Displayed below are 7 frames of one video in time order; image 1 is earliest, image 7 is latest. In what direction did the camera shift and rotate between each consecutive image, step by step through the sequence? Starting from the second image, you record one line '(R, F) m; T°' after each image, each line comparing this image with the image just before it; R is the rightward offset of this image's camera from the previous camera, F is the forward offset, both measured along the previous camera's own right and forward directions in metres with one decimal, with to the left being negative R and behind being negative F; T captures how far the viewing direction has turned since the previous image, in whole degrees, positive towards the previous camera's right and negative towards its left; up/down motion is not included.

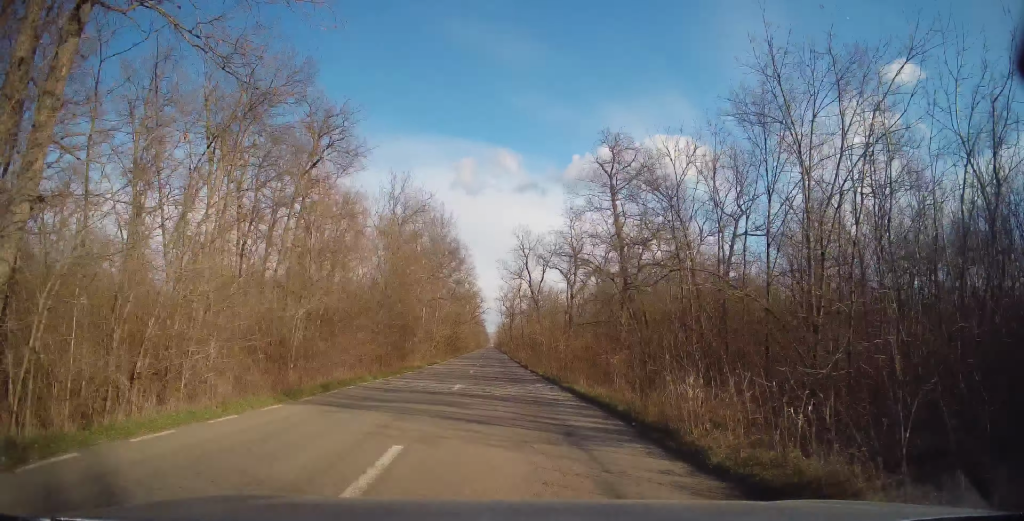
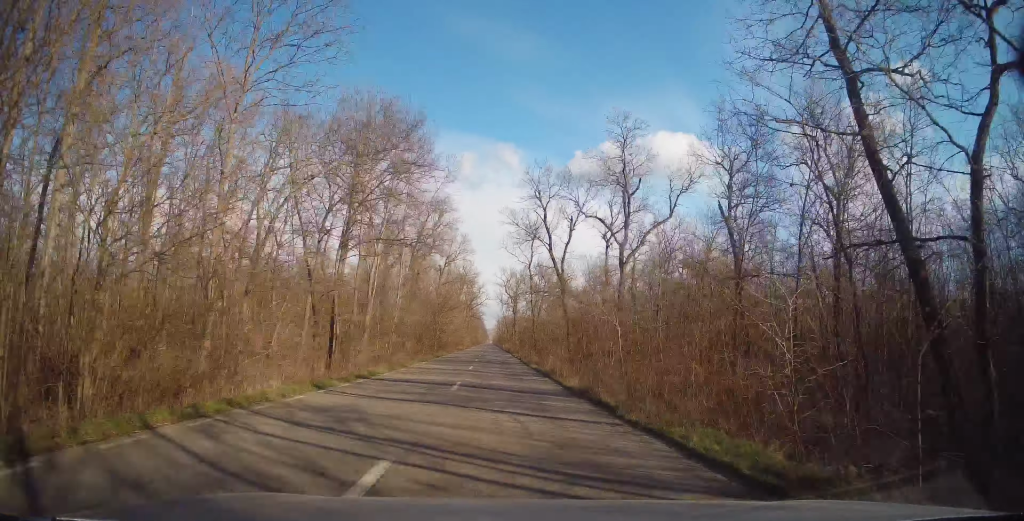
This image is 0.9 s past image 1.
(+0.4, +23.8) m; 0°
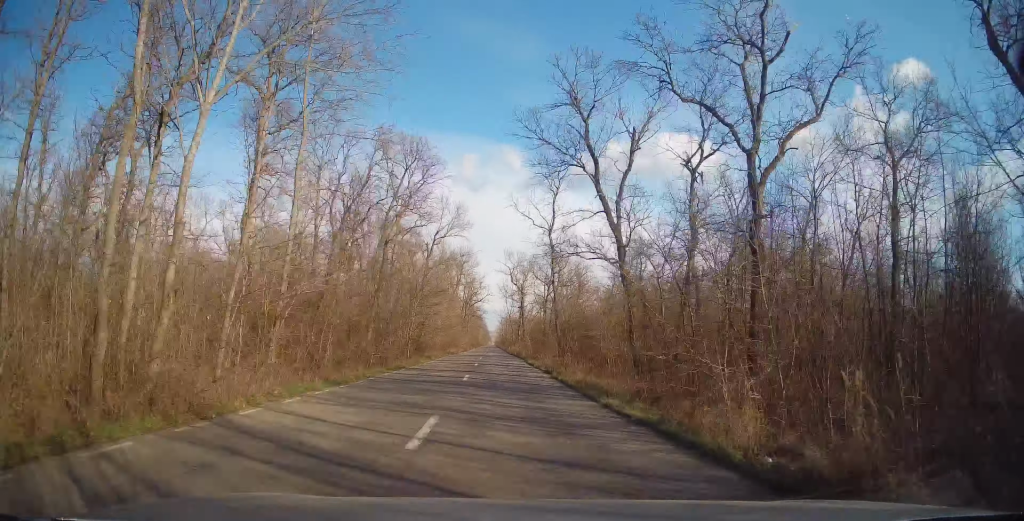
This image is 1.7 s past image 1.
(-0.2, +20.3) m; 0°
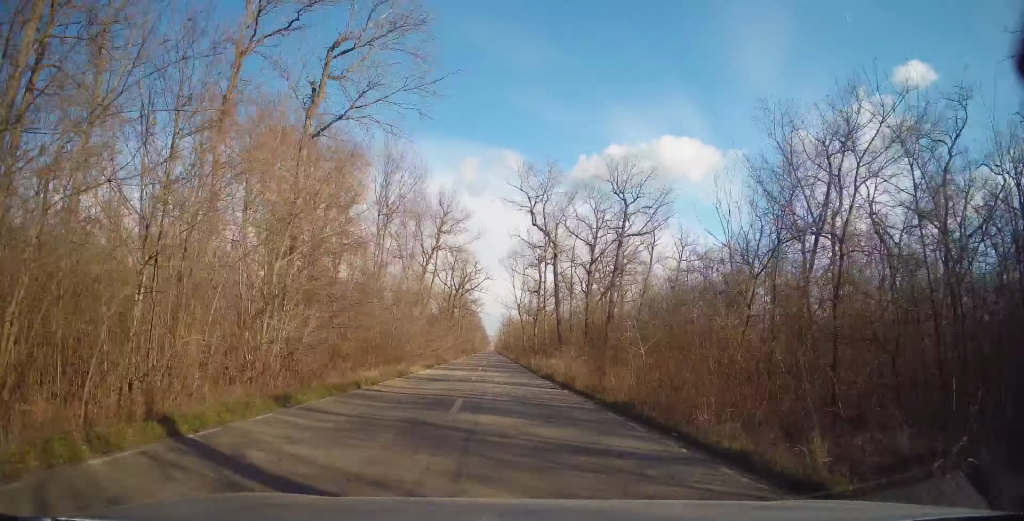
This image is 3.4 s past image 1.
(+0.2, +42.4) m; 0°
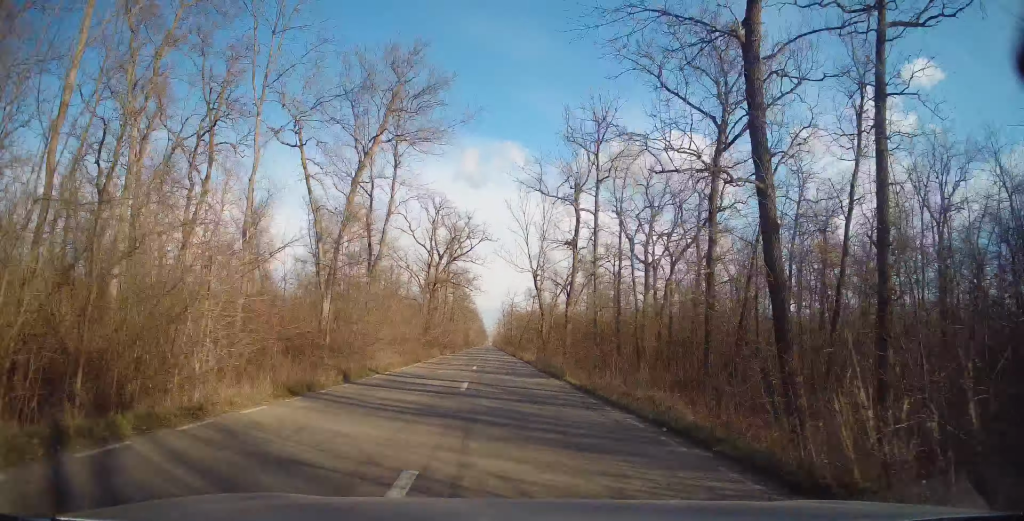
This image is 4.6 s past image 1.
(-0.3, +31.5) m; 0°
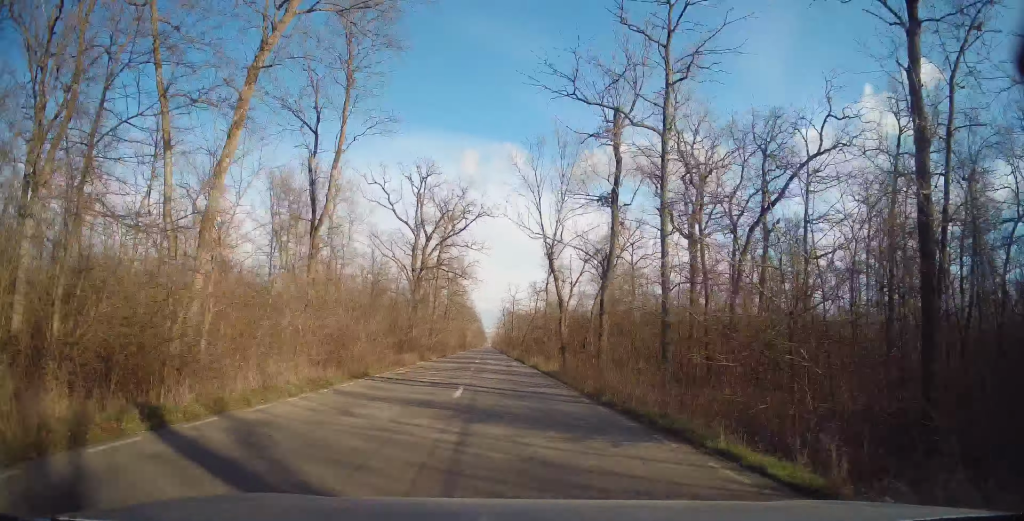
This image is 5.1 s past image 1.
(+0.2, +13.1) m; +1°
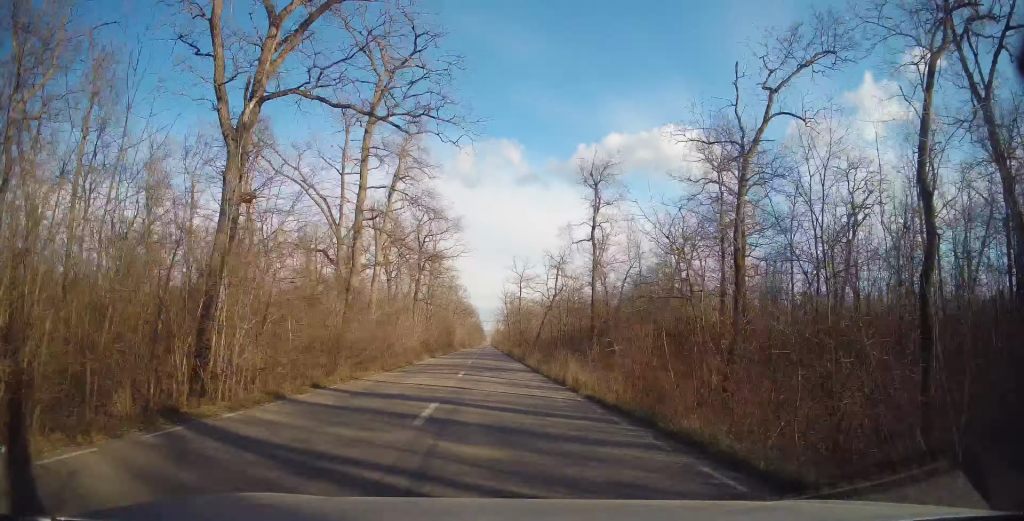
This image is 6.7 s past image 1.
(-0.1, +39.6) m; -1°
